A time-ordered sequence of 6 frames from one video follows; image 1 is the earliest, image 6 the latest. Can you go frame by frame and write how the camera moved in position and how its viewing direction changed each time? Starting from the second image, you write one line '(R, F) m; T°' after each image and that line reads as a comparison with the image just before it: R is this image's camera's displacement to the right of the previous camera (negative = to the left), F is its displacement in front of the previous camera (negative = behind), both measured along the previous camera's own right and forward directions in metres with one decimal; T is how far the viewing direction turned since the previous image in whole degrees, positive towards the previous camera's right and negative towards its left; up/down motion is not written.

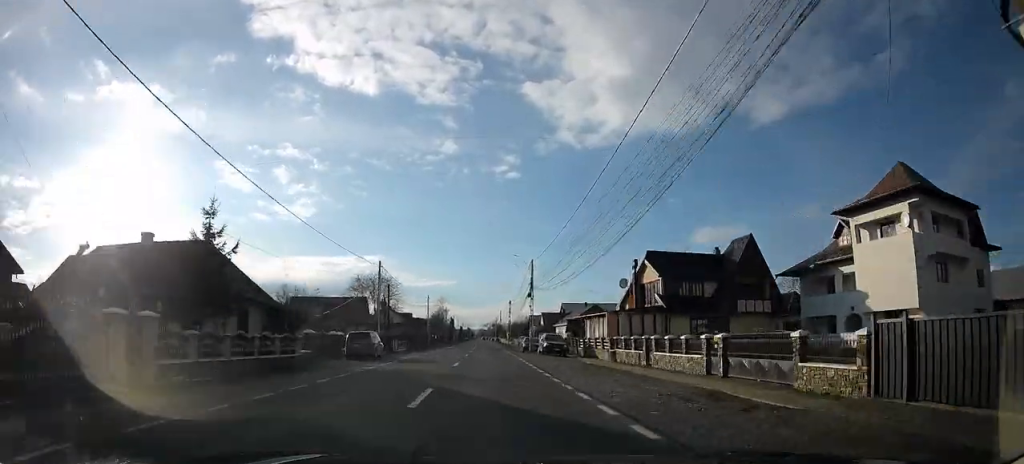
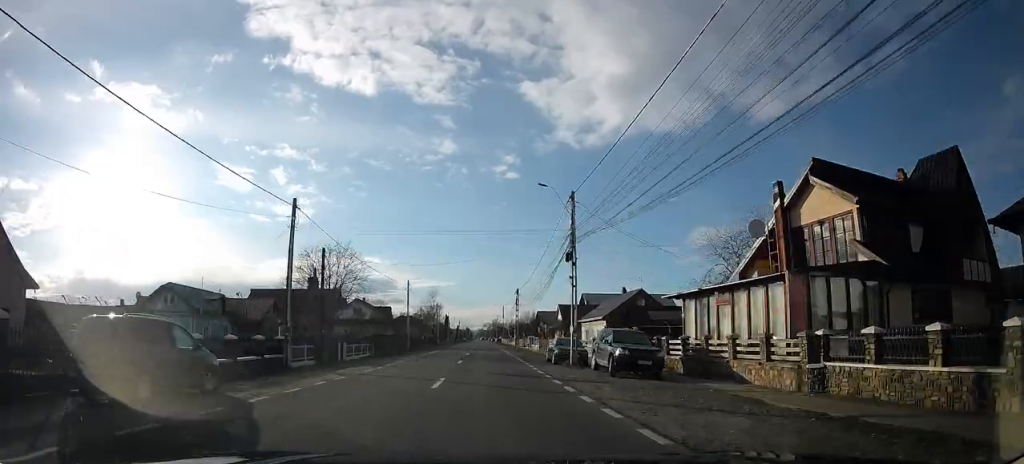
(+0.1, +20.5) m; 0°
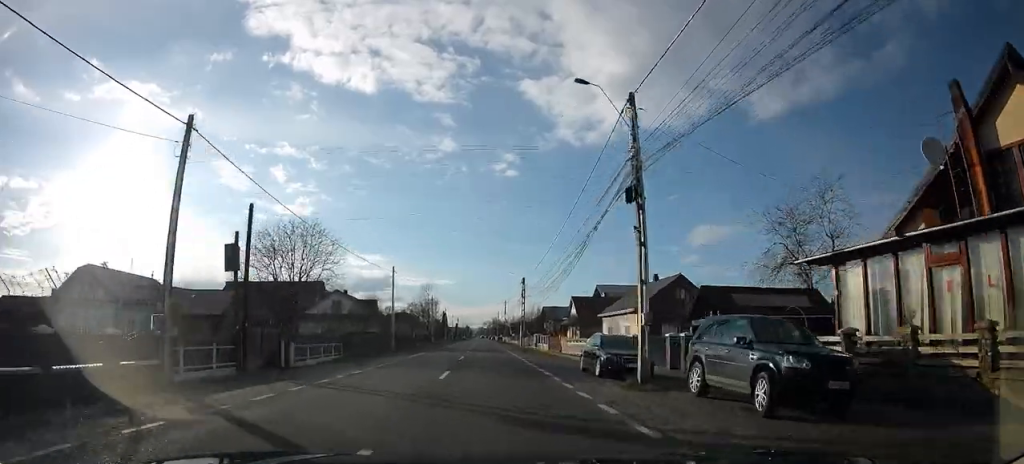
(0.0, +10.1) m; 0°
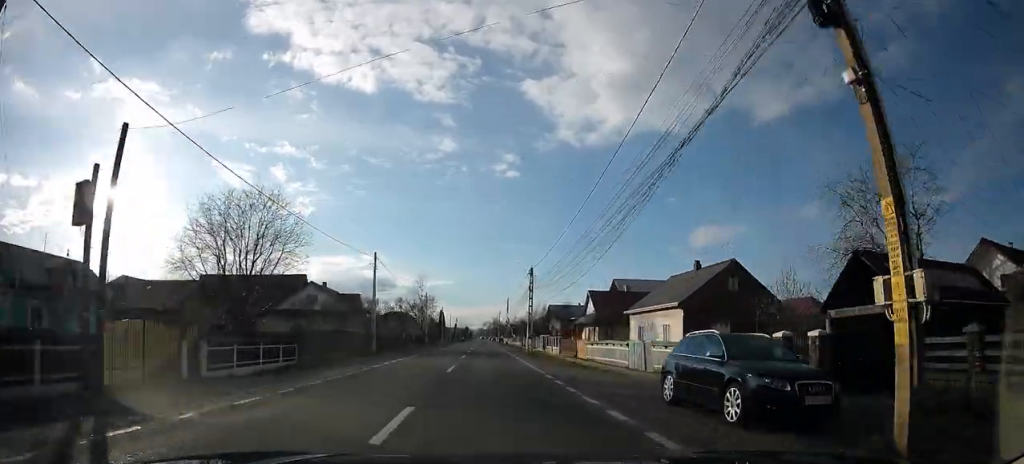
(0.0, +8.9) m; 0°
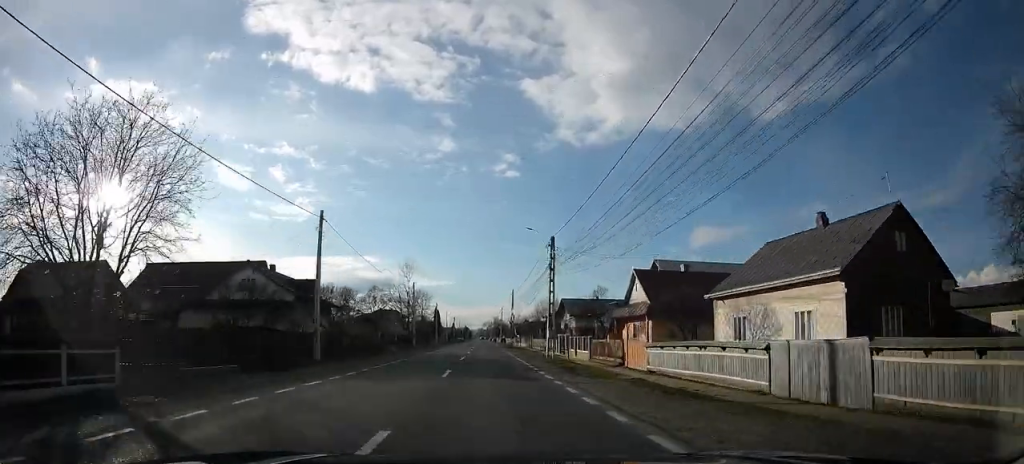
(+0.1, +14.6) m; 0°
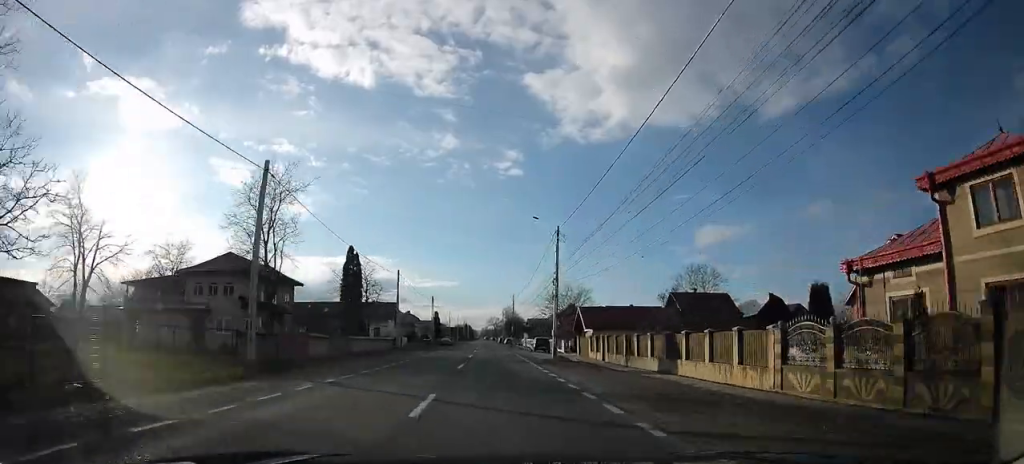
(0.0, +78.8) m; 0°
